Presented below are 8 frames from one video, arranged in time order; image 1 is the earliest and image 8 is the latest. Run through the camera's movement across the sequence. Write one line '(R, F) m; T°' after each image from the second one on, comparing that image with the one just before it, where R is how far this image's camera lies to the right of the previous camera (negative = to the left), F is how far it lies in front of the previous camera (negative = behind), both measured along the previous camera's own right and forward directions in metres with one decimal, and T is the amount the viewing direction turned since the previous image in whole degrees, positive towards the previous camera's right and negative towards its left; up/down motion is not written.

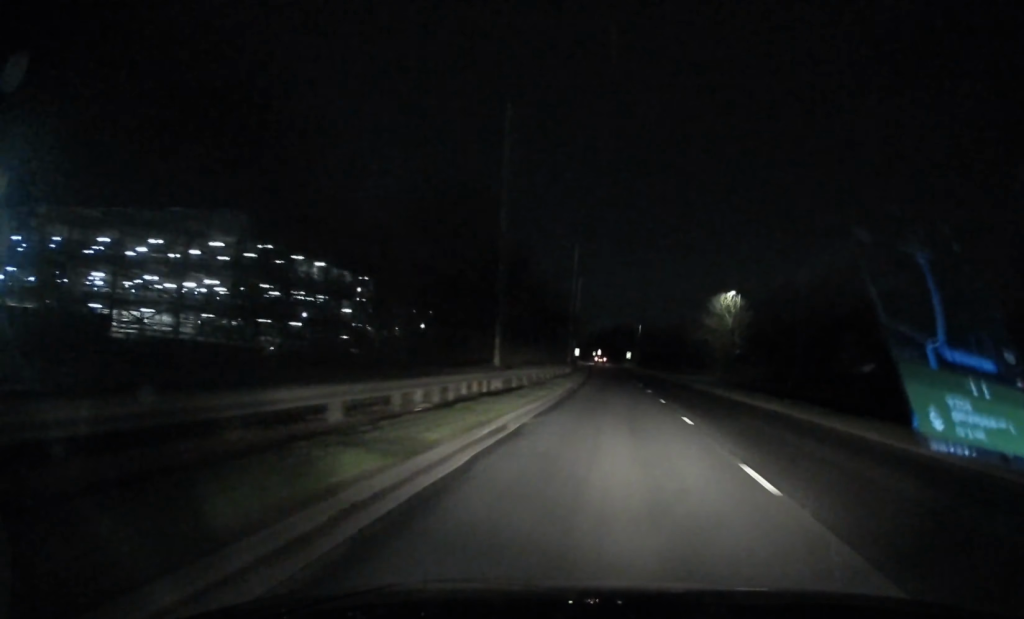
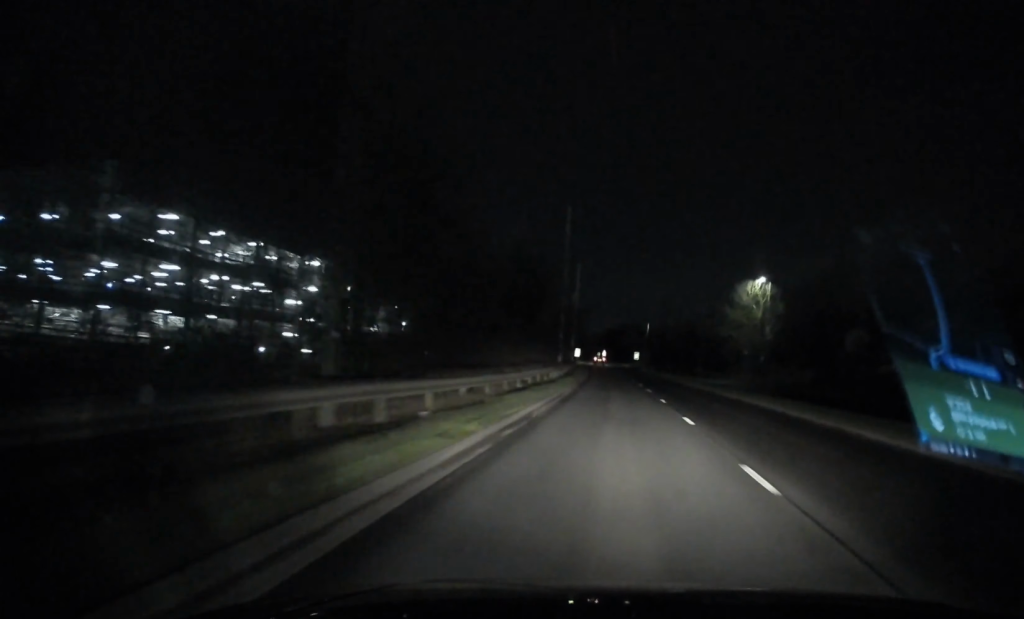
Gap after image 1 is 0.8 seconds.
(-0.2, +17.0) m; -1°
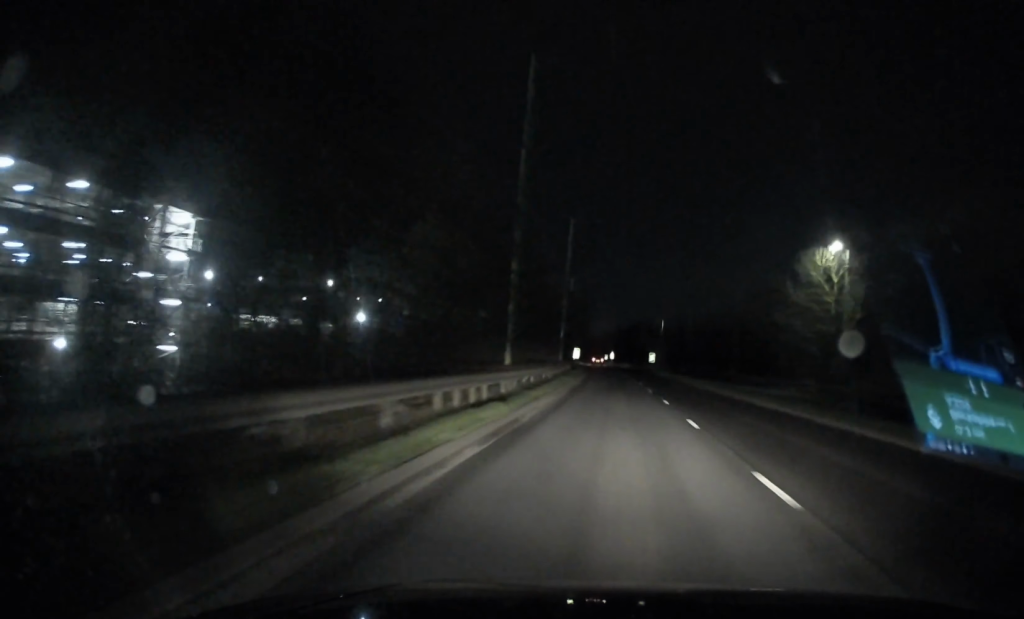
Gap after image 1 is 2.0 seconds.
(-0.2, +28.0) m; 0°
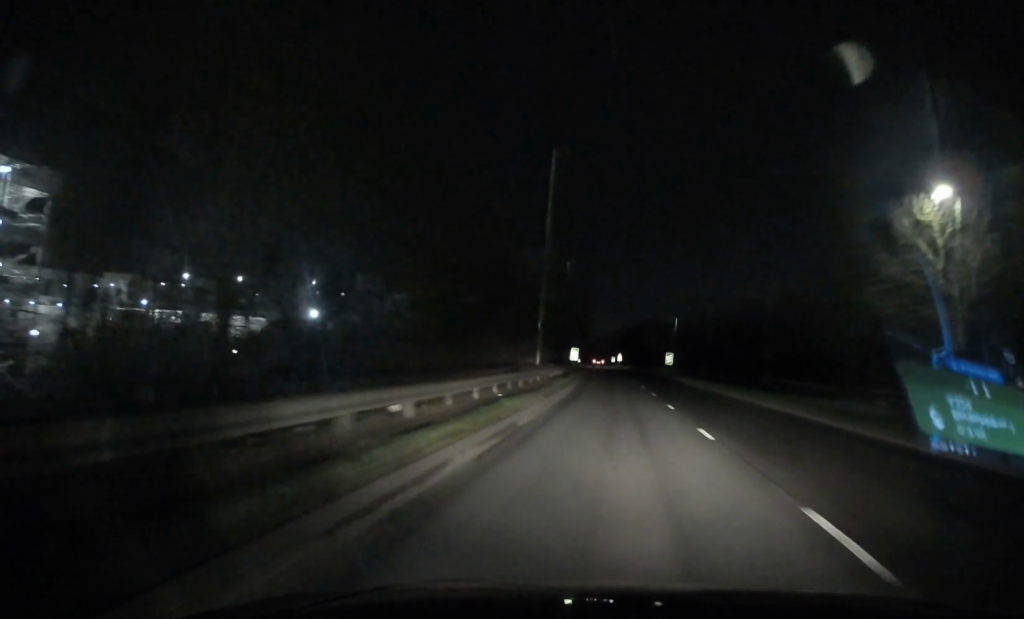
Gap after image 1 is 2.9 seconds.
(+0.2, +19.5) m; 0°
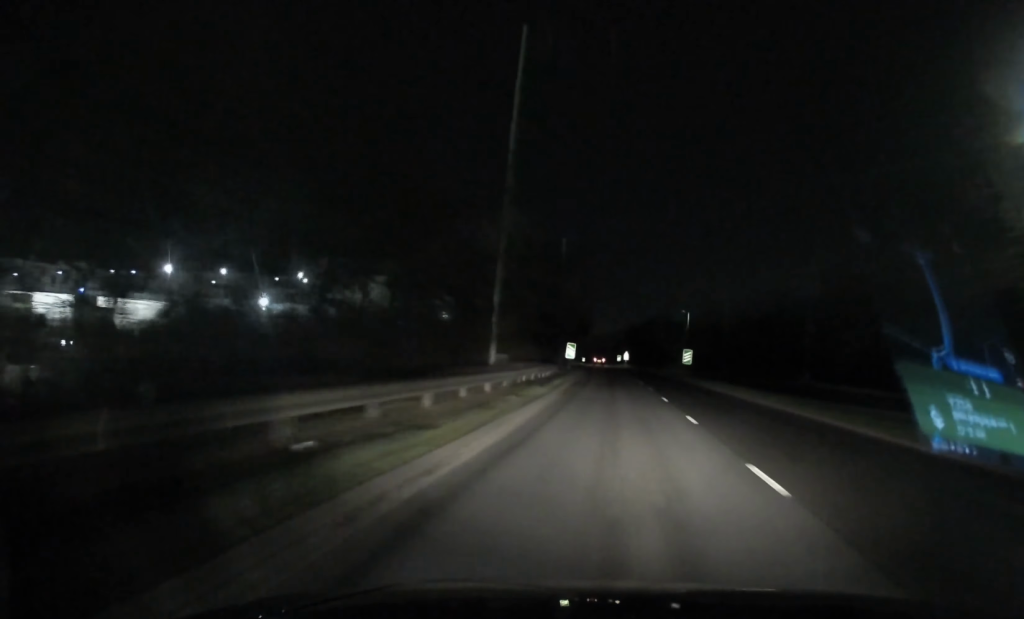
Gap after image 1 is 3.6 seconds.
(-0.2, +15.2) m; -1°
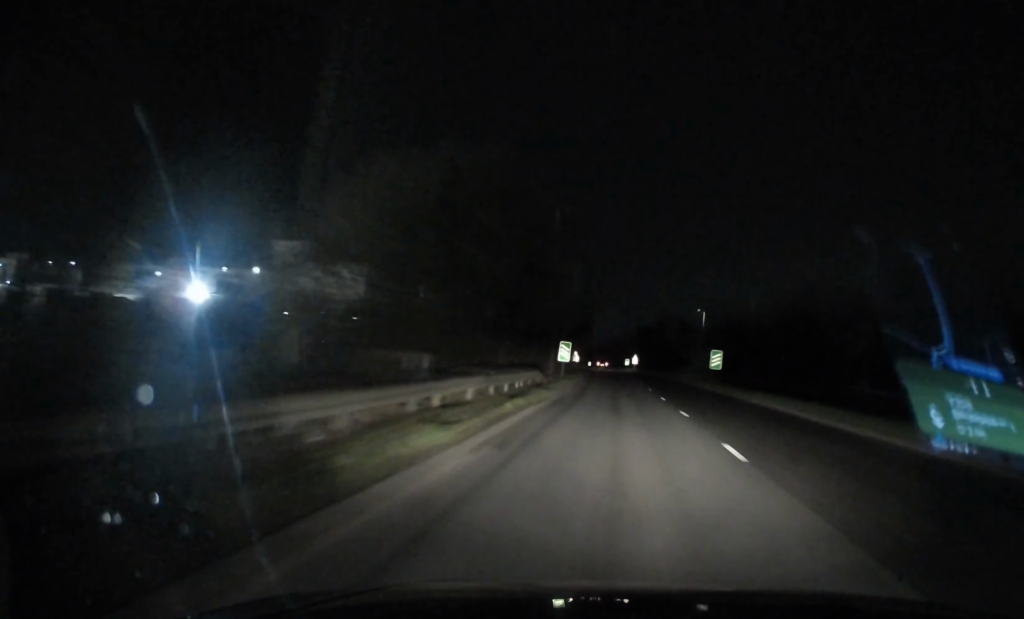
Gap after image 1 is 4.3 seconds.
(0.0, +14.6) m; 0°
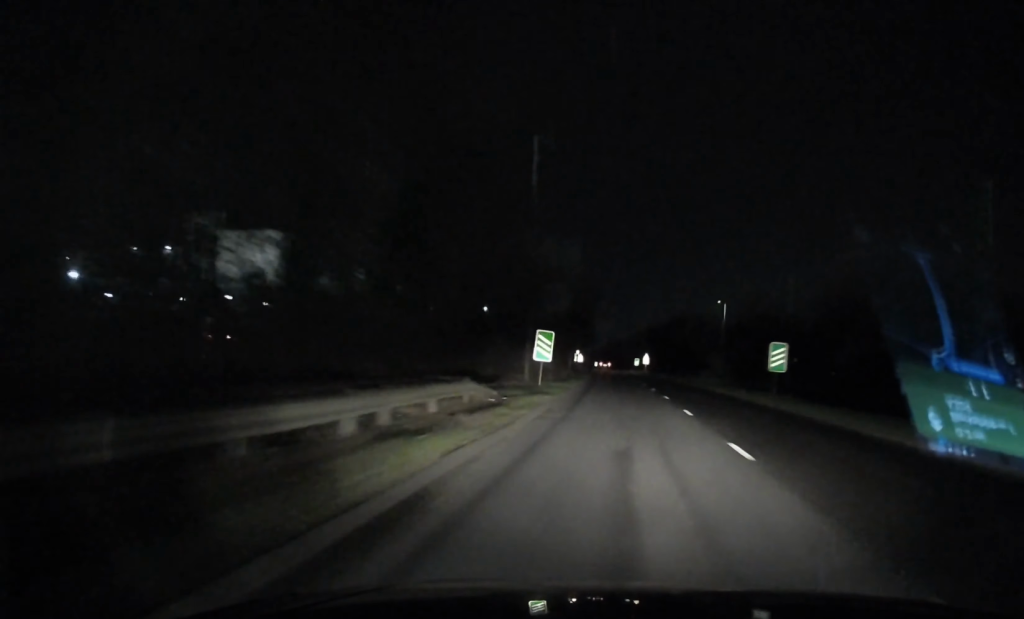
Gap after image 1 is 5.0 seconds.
(0.0, +16.6) m; -1°
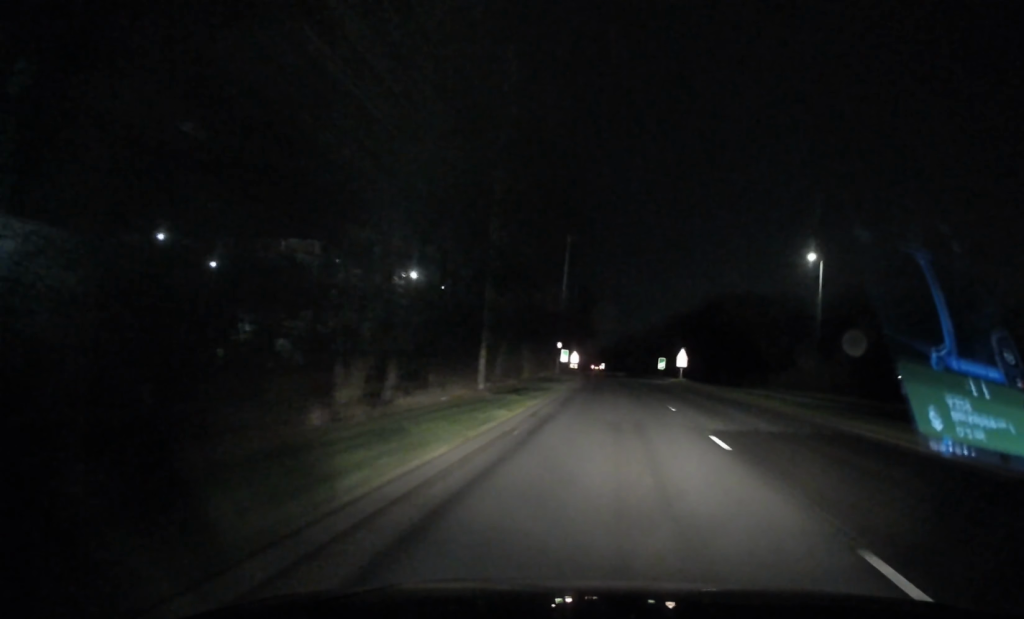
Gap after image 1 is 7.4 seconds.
(-0.4, +51.8) m; -1°
